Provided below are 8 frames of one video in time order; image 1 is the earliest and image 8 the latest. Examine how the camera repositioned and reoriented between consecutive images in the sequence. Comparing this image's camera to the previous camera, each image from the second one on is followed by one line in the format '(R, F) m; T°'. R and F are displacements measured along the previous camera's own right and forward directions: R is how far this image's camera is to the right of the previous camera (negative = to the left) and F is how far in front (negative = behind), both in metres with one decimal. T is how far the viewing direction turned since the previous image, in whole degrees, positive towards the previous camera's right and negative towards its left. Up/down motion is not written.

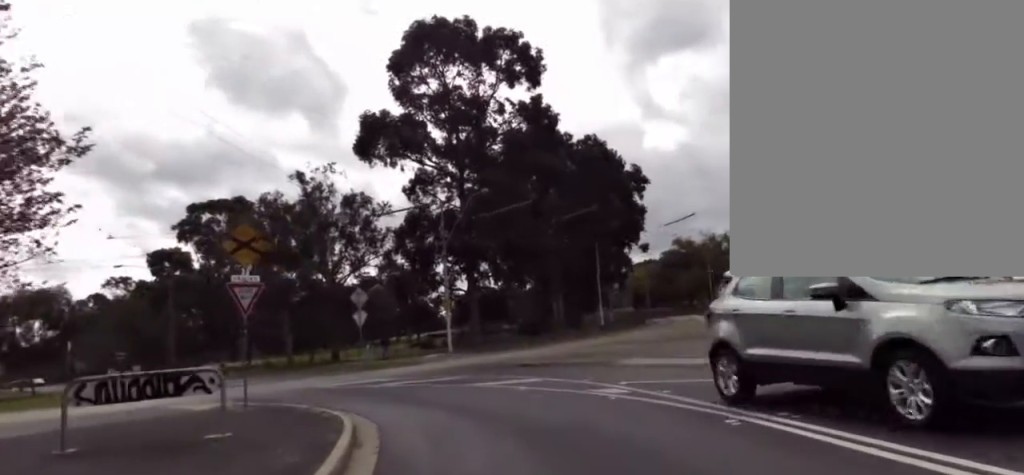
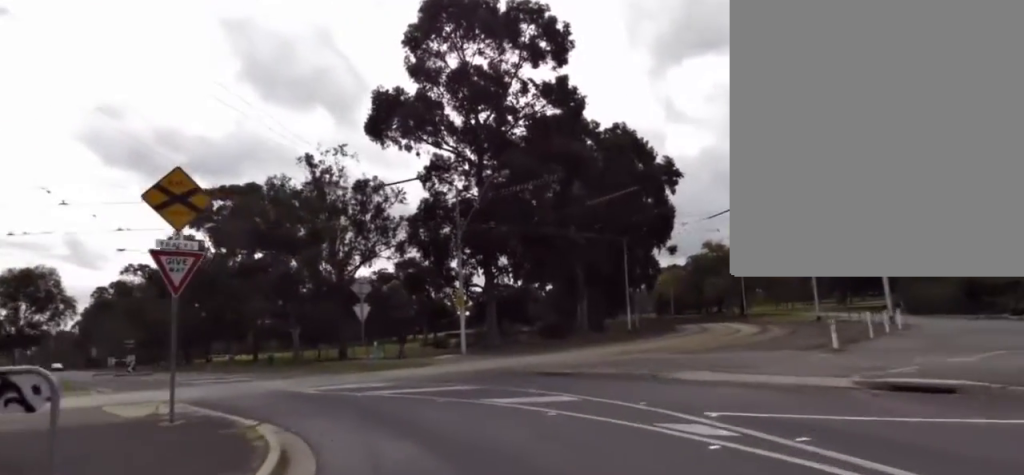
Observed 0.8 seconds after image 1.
(+0.1, +3.2) m; +1°
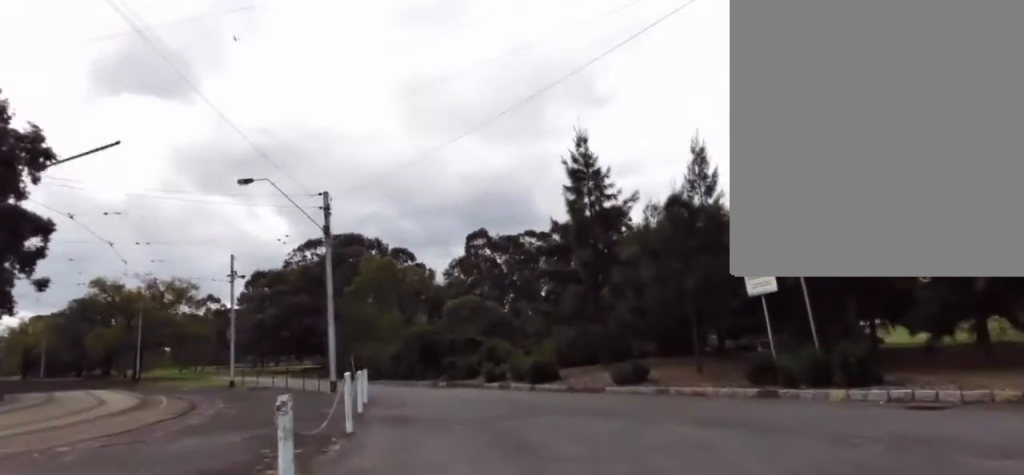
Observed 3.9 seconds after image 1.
(+5.8, +12.6) m; +38°
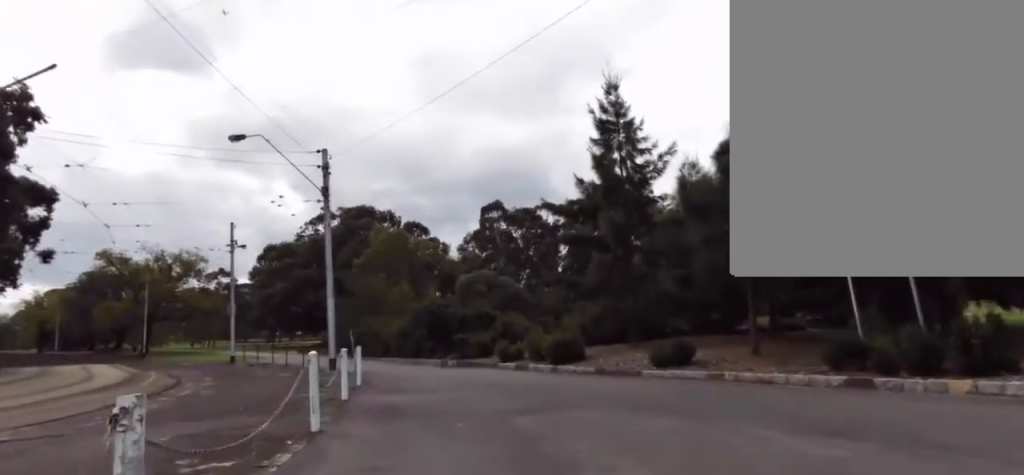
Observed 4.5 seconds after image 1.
(0.0, +3.2) m; 0°
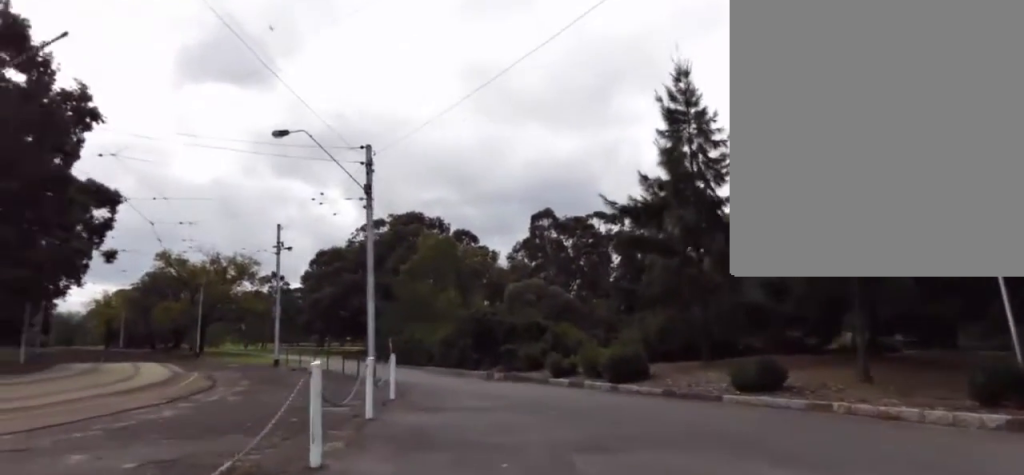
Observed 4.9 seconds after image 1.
(0.0, +2.1) m; 0°
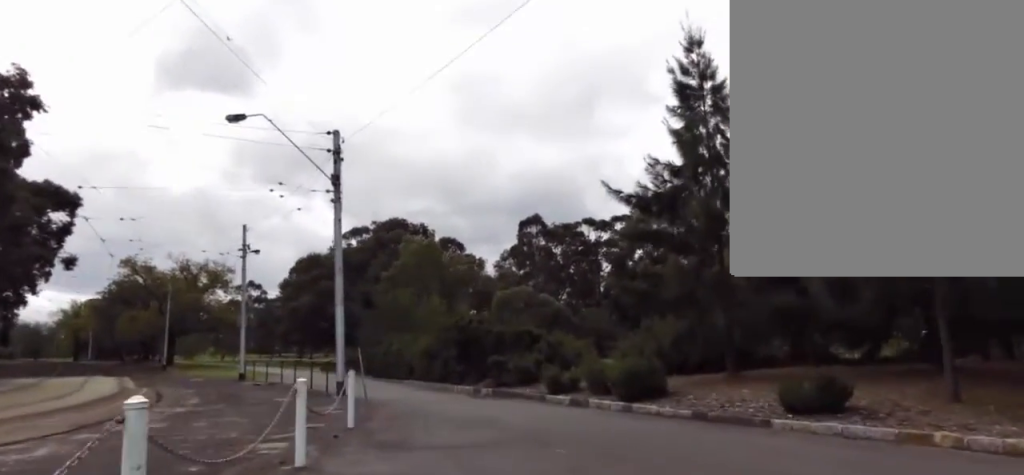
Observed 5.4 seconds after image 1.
(0.0, +2.8) m; -1°
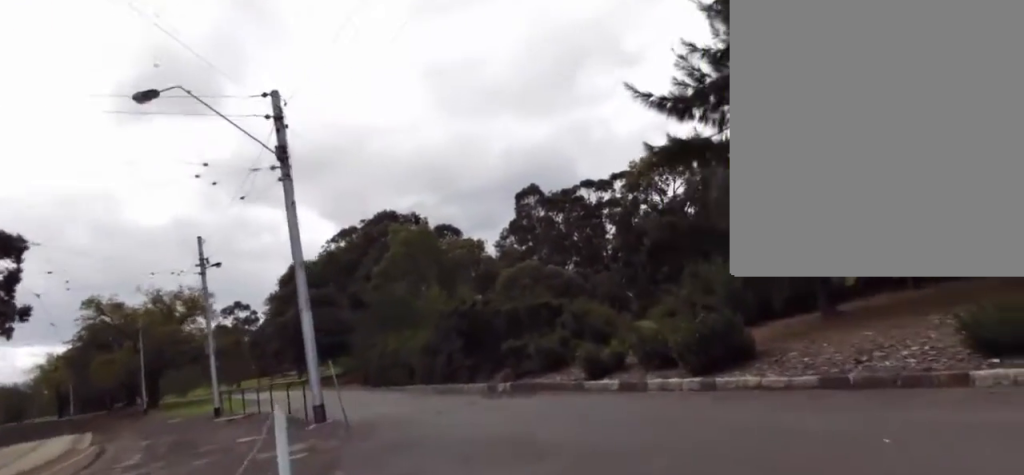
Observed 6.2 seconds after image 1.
(-0.1, +3.9) m; -9°
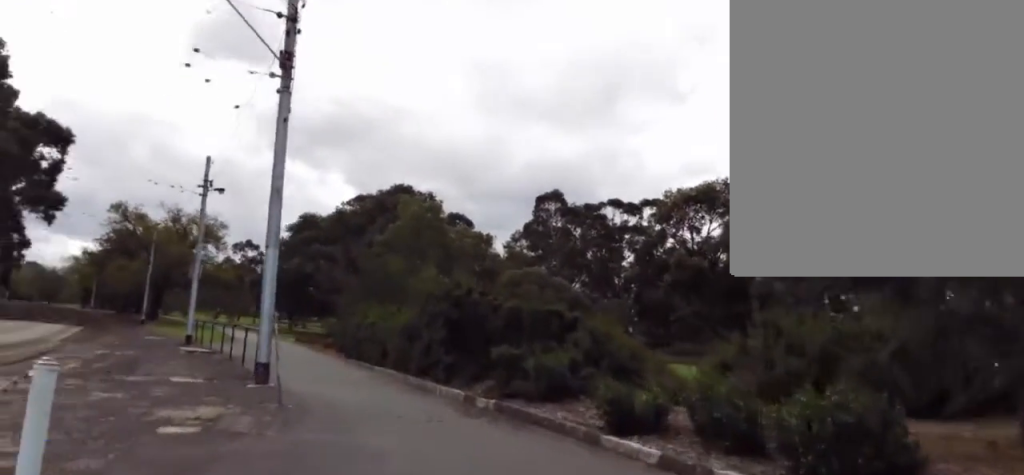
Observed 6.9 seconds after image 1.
(0.0, +3.3) m; -12°
